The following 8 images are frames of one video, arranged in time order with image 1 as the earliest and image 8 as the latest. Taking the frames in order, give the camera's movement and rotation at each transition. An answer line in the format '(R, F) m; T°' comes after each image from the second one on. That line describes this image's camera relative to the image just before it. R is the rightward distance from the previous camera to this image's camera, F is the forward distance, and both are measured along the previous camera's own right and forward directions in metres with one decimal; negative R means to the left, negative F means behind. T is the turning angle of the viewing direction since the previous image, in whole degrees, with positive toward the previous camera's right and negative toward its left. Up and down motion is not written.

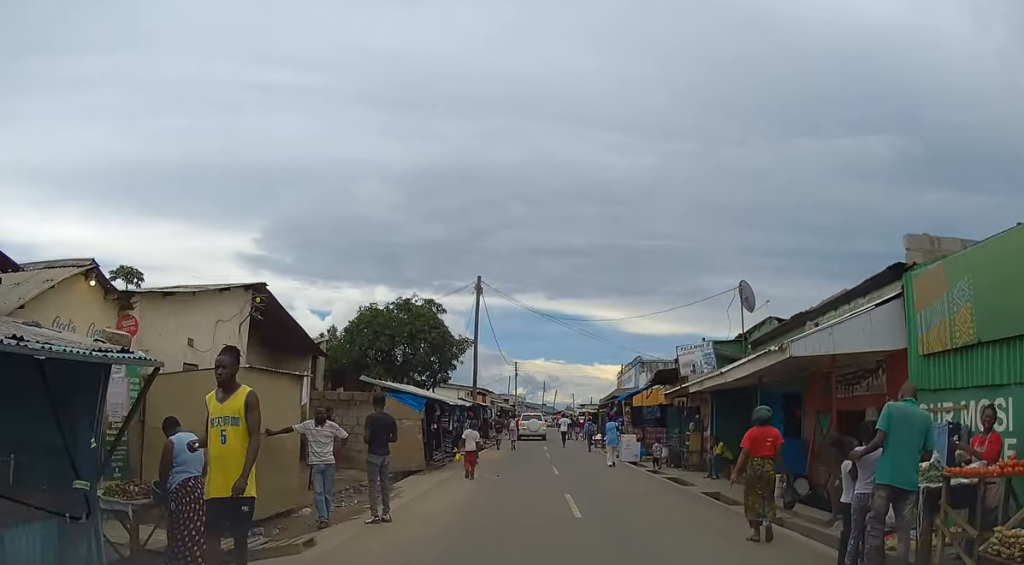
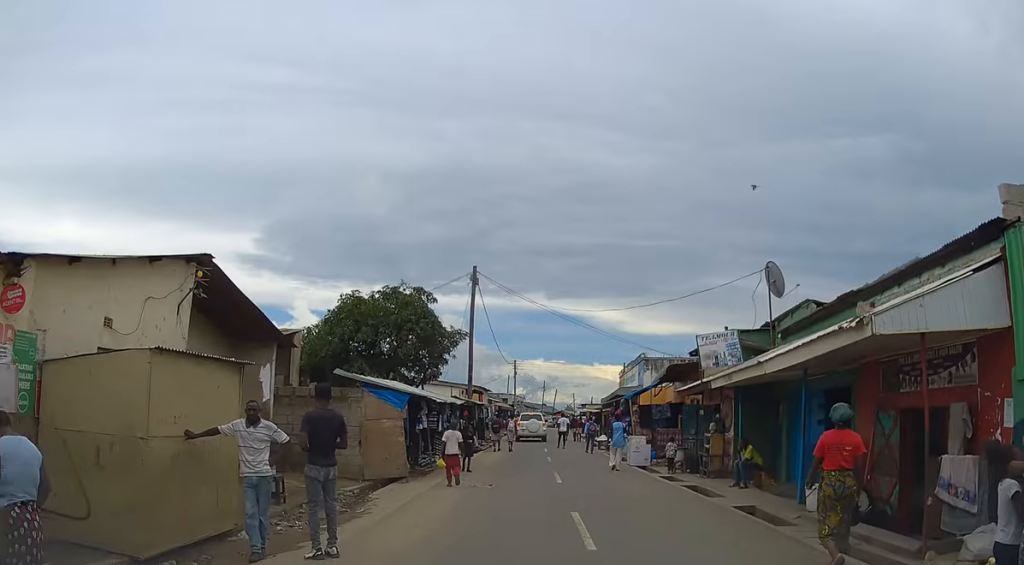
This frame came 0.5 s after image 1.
(0.0, +2.5) m; -1°
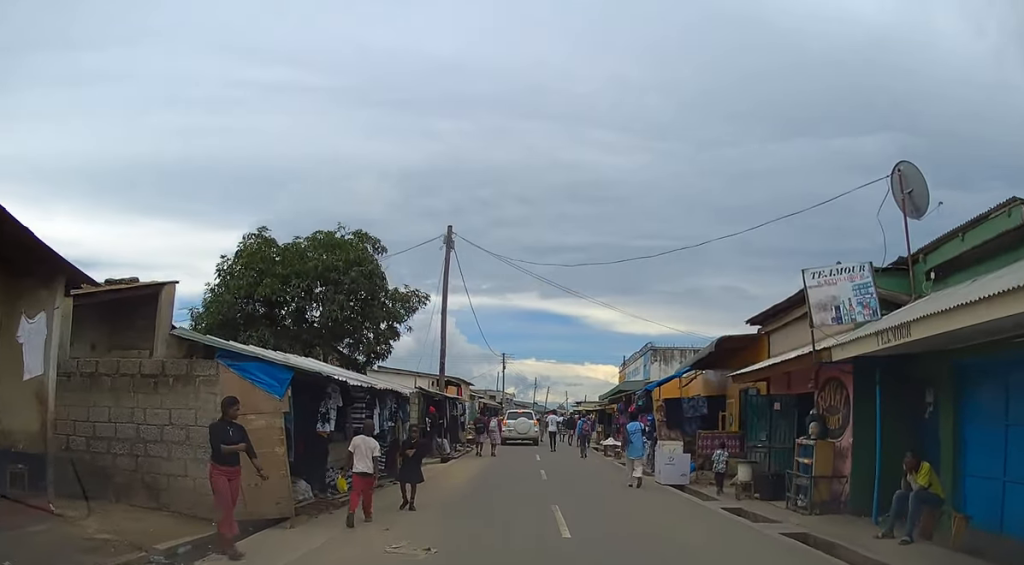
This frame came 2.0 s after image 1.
(-0.2, +7.2) m; -1°
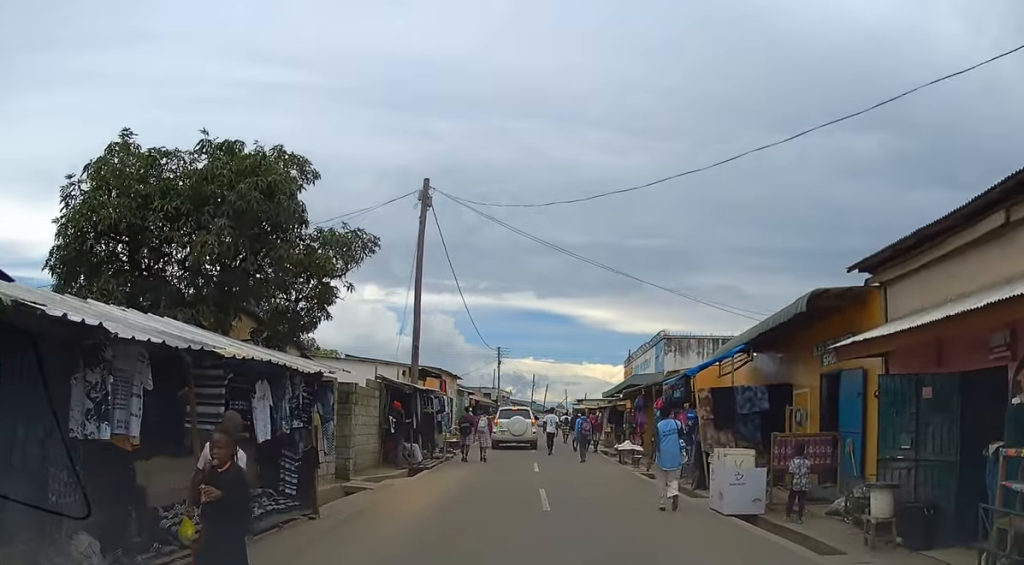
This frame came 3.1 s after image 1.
(+0.2, +5.7) m; +2°
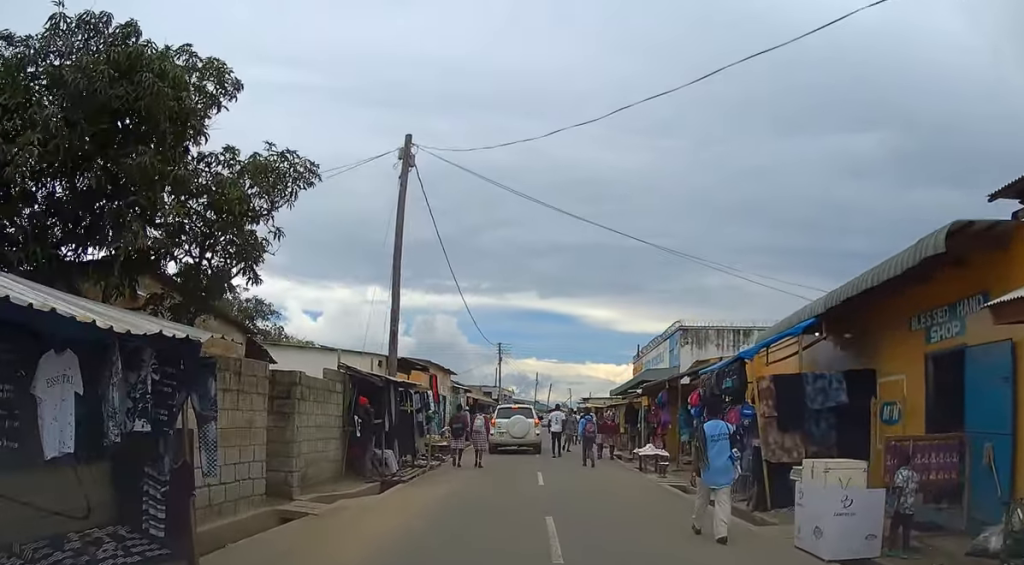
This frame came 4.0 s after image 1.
(0.0, +3.9) m; -3°
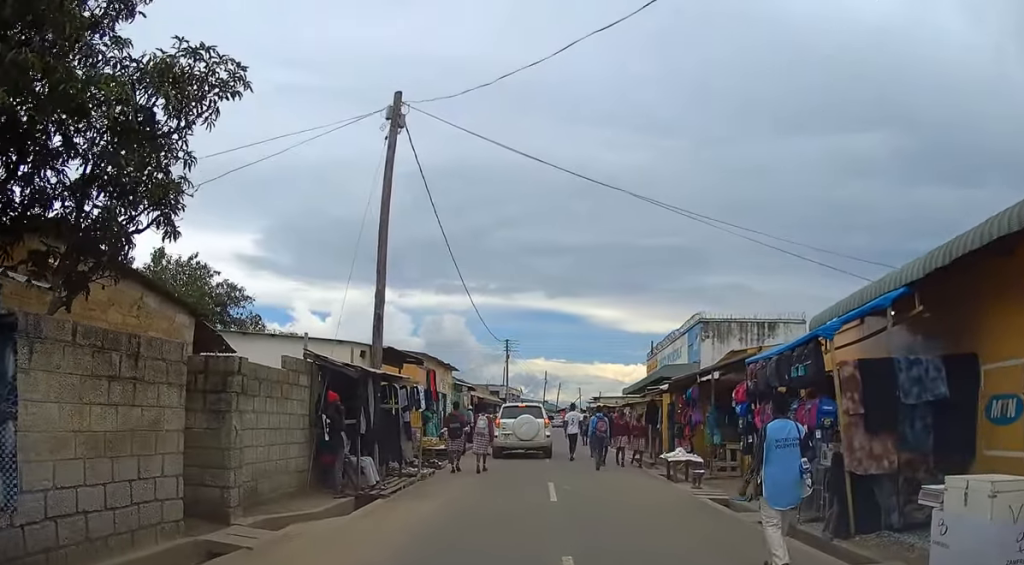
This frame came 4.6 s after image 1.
(-0.2, +2.9) m; -1°
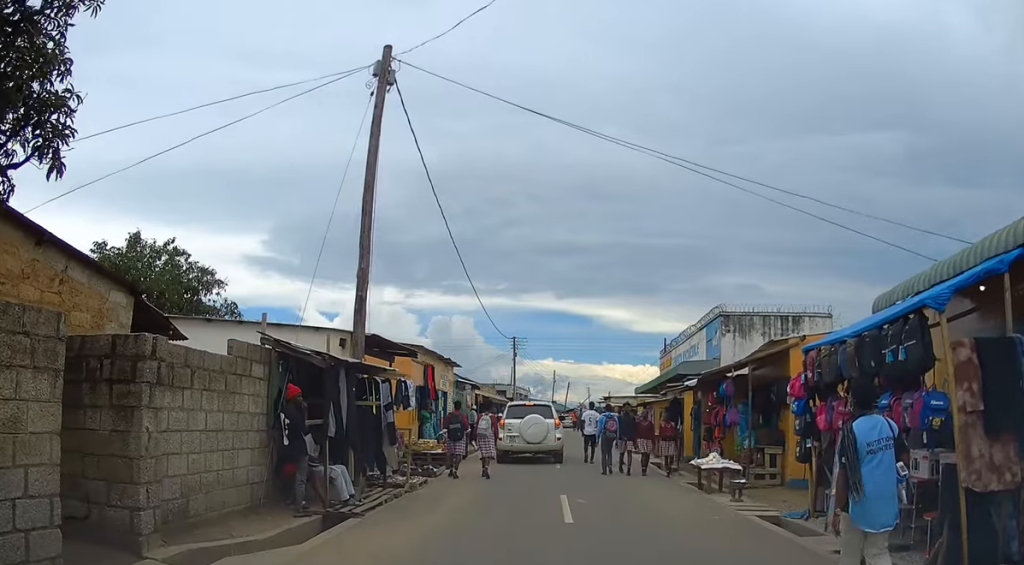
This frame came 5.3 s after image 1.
(0.0, +2.4) m; 0°
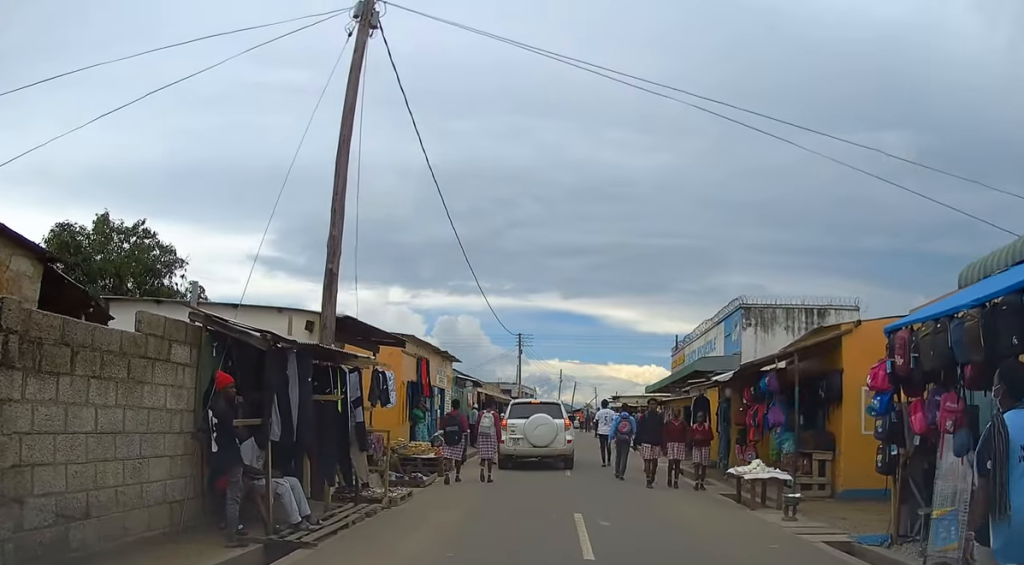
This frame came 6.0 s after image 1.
(+0.1, +2.5) m; +1°
